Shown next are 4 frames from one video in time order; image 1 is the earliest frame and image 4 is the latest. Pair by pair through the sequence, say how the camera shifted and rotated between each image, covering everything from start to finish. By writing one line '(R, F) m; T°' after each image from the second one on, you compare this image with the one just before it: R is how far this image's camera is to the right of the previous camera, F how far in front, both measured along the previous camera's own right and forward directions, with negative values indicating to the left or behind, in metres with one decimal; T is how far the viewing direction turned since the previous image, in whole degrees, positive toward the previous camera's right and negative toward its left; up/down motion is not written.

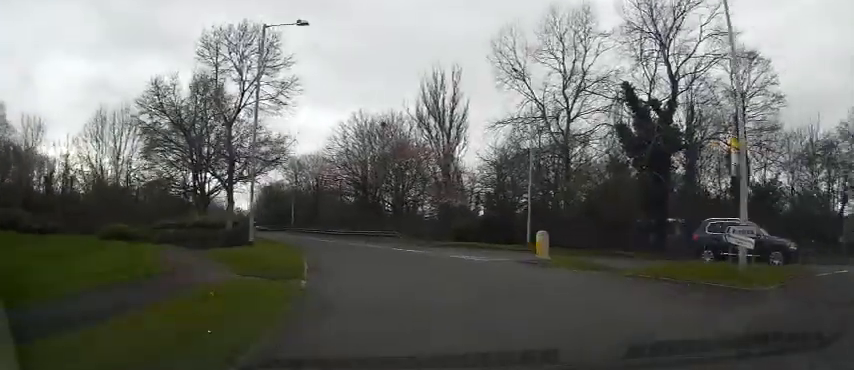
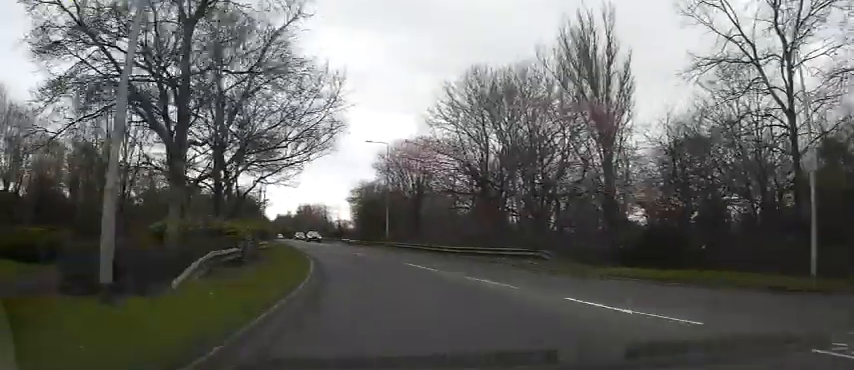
(-0.5, +16.2) m; -8°
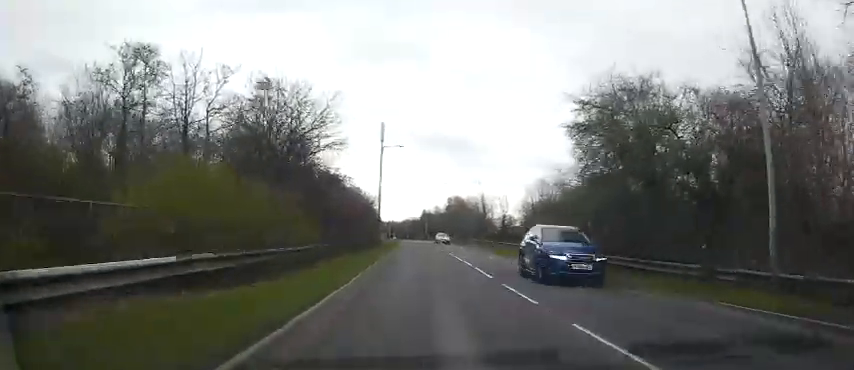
(-7.9, +37.3) m; -18°
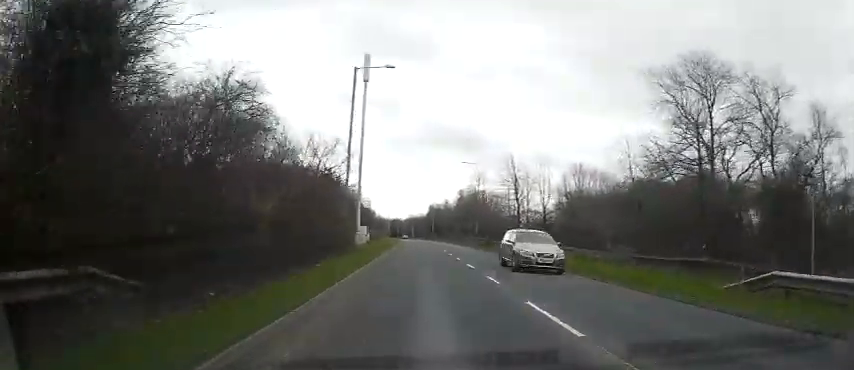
(-0.4, +24.7) m; -1°
